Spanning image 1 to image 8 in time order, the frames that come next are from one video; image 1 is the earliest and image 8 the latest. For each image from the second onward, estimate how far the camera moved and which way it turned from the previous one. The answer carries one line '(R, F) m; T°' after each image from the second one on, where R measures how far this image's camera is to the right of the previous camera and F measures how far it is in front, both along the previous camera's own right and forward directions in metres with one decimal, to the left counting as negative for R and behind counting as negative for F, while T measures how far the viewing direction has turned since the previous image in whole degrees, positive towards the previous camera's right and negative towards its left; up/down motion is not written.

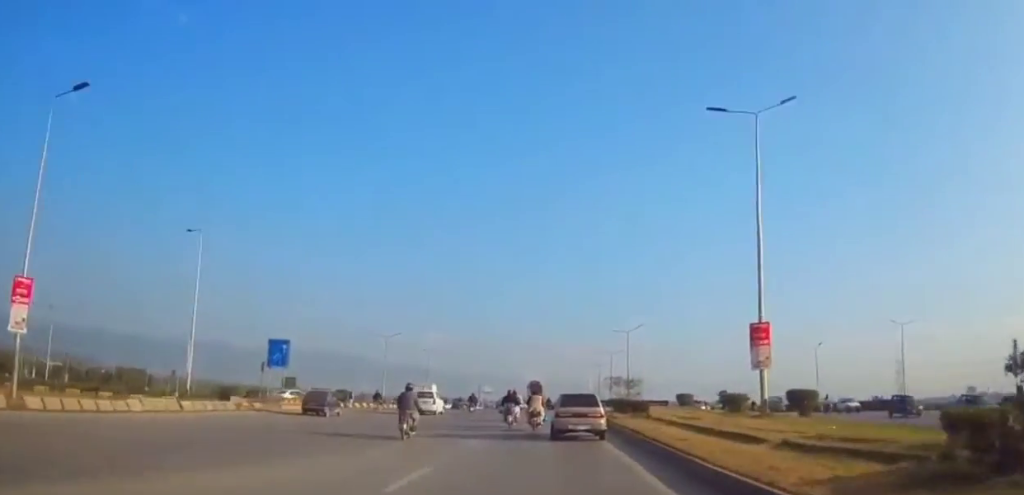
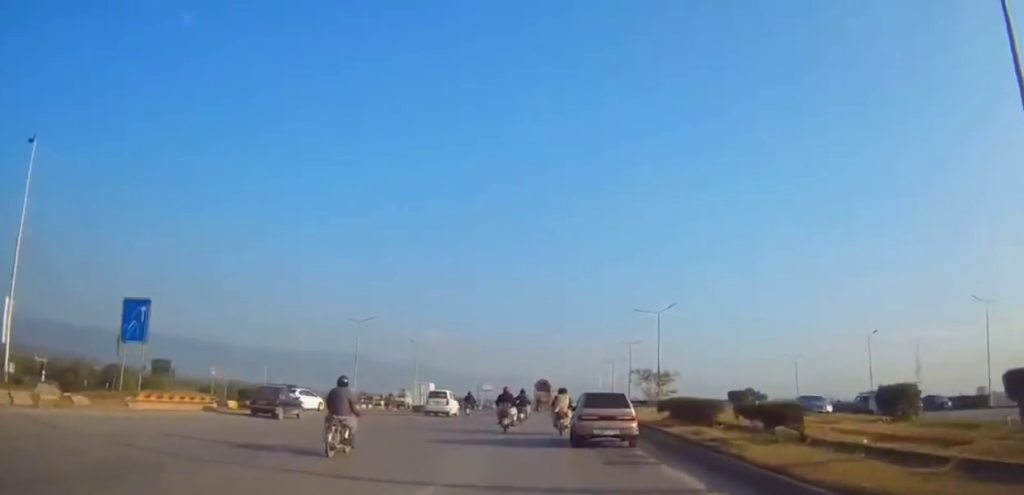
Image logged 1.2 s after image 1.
(-0.3, +17.3) m; 0°
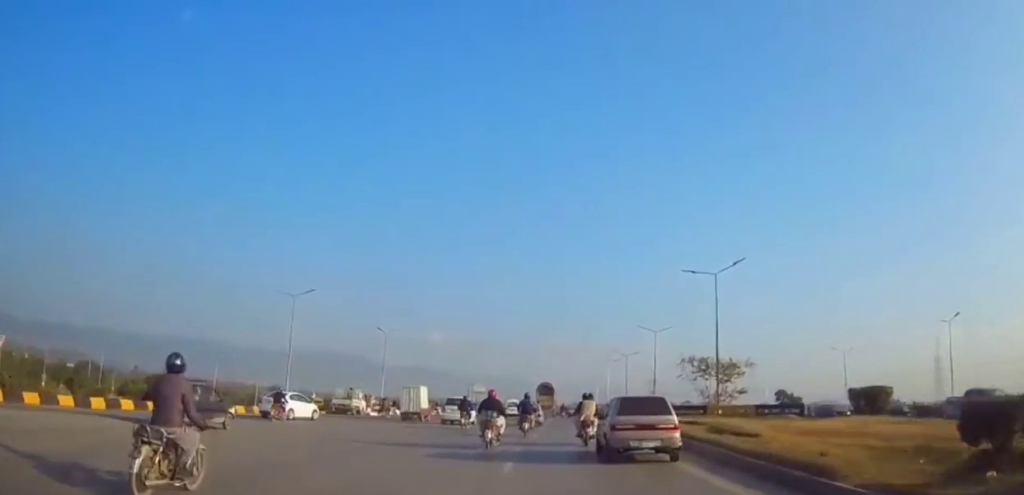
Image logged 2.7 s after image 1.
(+0.6, +20.8) m; +2°
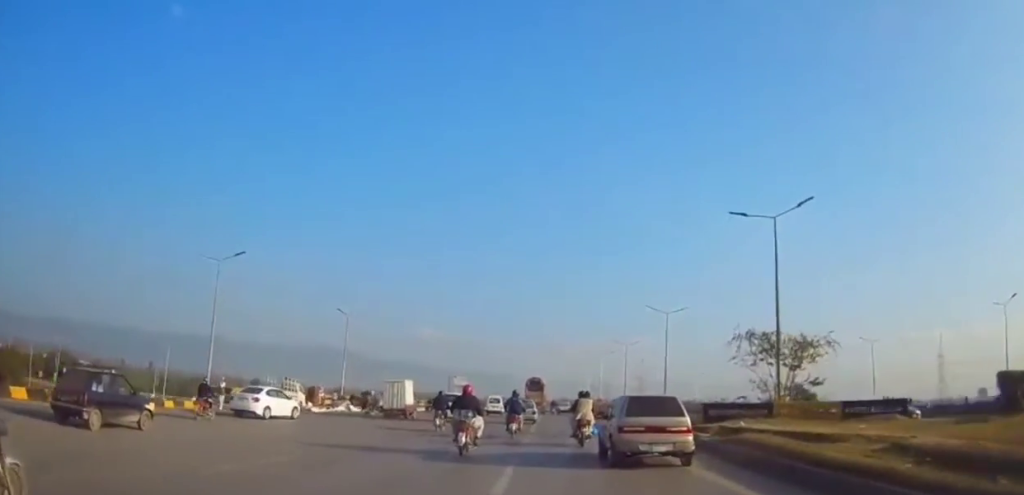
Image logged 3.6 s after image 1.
(-0.2, +12.6) m; 0°
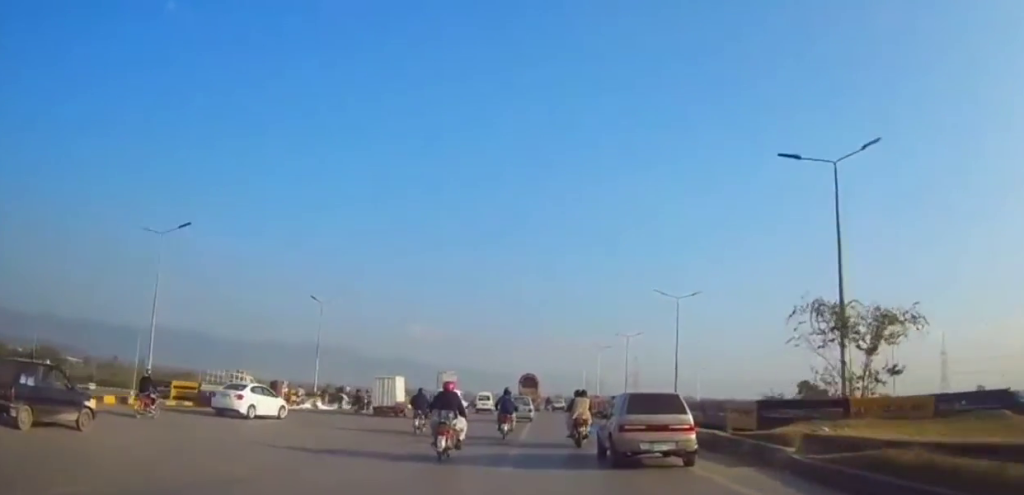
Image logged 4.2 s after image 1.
(+0.2, +7.1) m; +1°
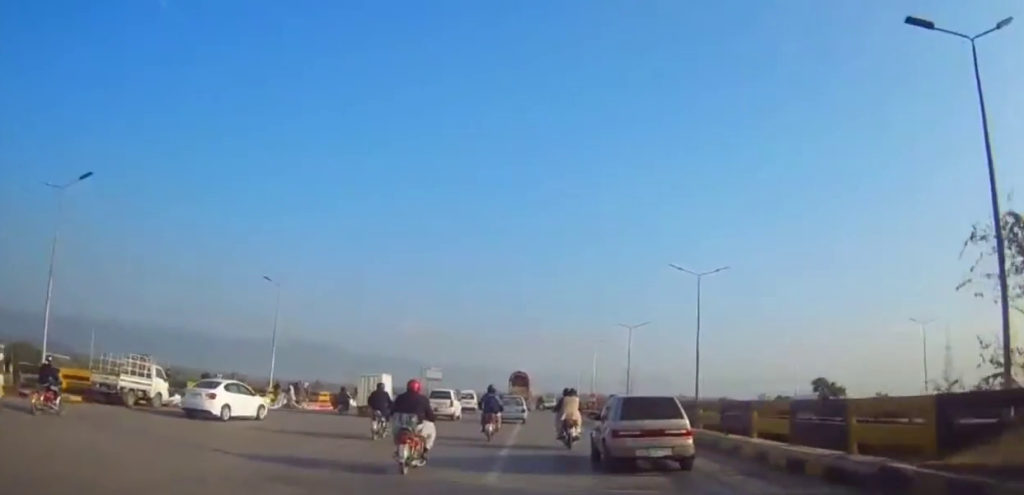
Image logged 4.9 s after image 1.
(+0.1, +9.6) m; 0°
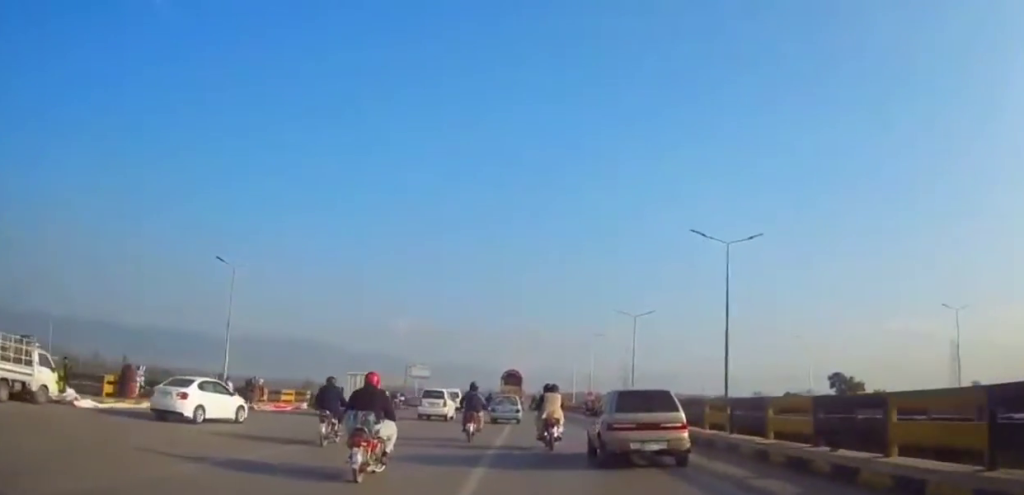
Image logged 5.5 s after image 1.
(0.0, +8.2) m; 0°
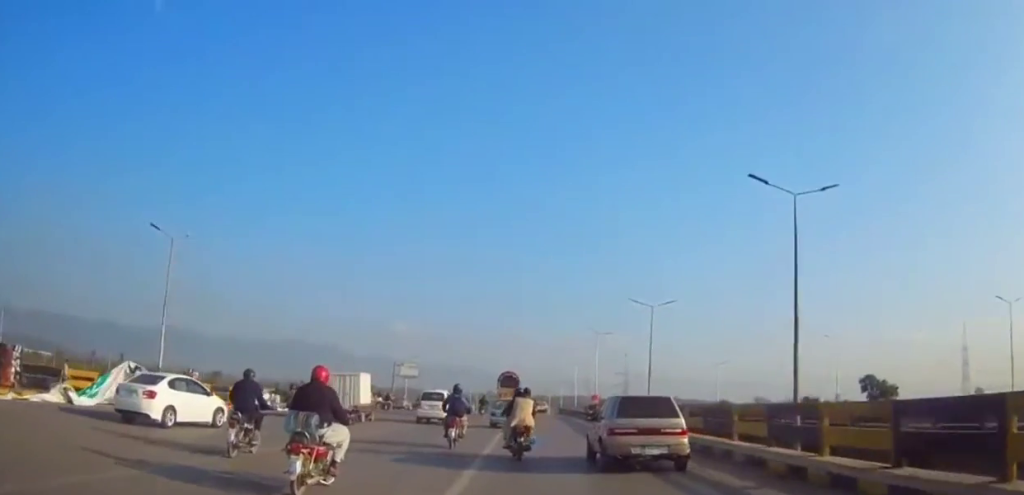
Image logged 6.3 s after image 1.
(0.0, +9.9) m; 0°
